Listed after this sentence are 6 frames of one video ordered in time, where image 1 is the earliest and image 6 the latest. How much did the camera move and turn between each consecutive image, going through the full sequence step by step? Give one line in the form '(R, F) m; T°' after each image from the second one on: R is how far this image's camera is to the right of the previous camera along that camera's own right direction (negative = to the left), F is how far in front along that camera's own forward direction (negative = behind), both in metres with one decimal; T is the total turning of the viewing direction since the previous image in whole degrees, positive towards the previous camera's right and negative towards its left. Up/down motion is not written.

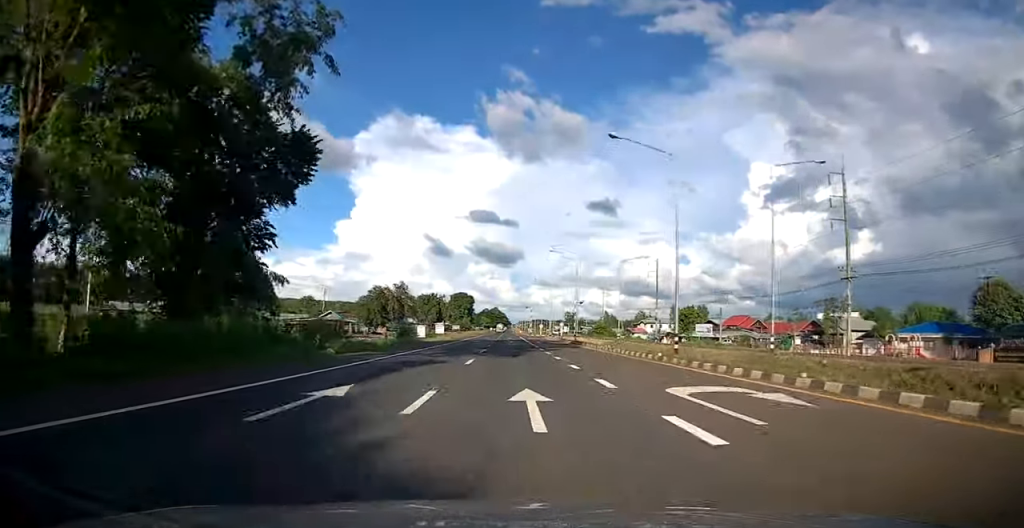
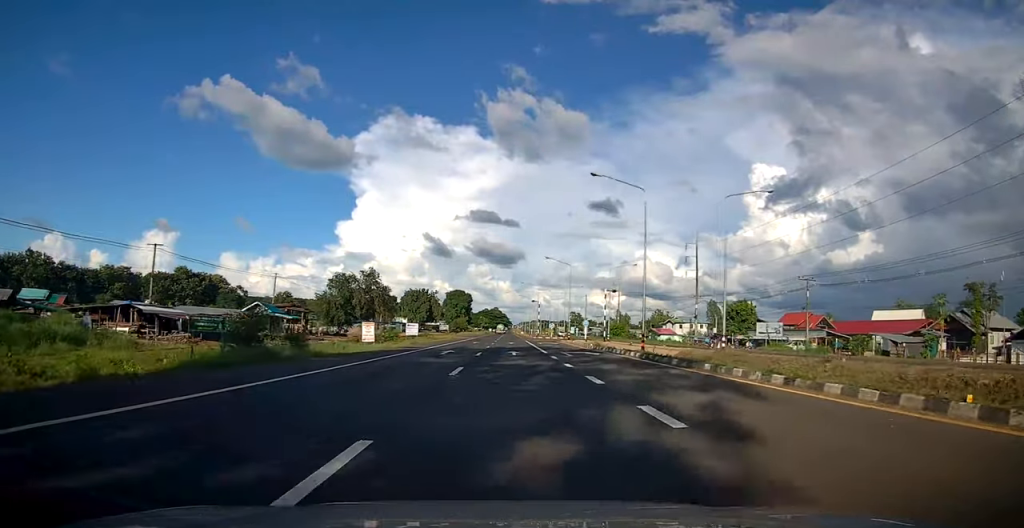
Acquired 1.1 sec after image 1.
(-0.2, +29.0) m; -1°
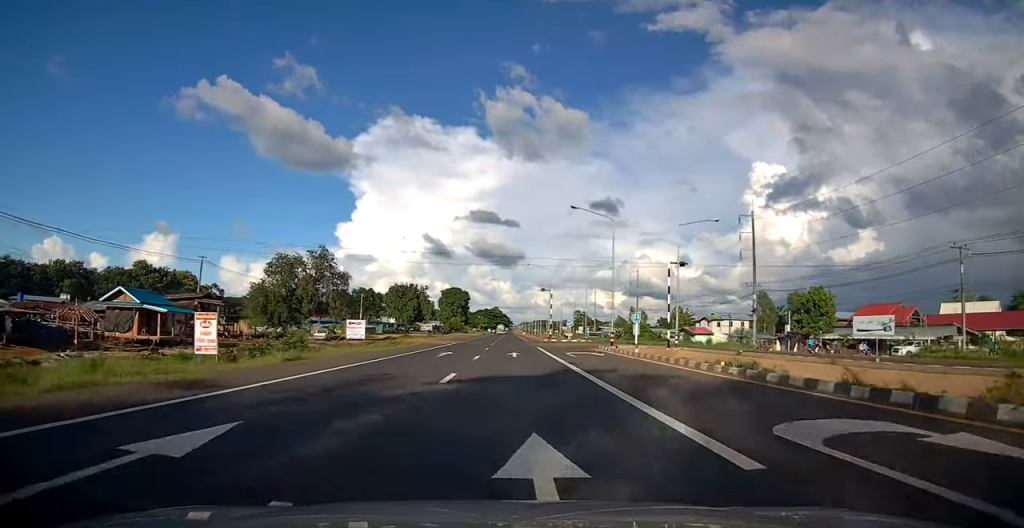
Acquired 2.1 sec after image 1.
(-0.2, +26.3) m; 0°
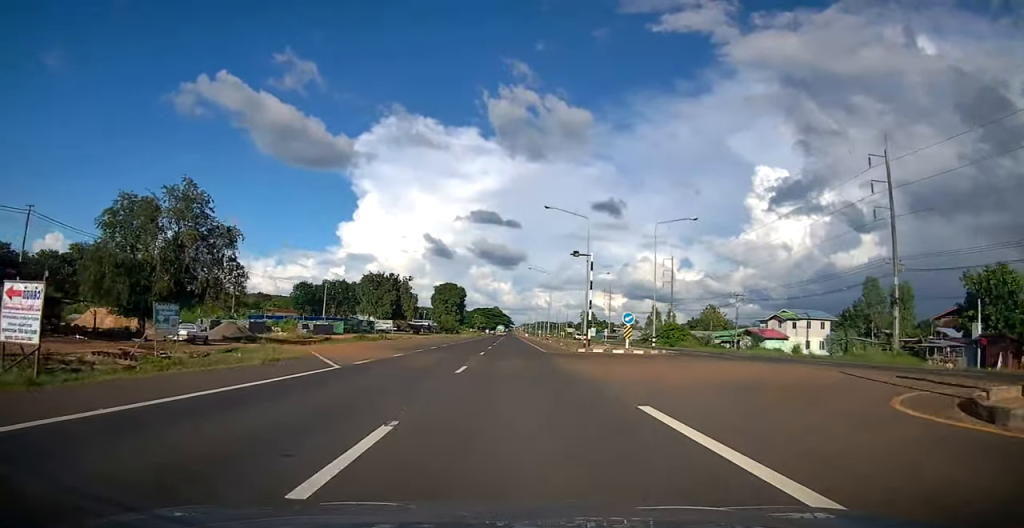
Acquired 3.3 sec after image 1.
(+0.1, +32.9) m; 0°
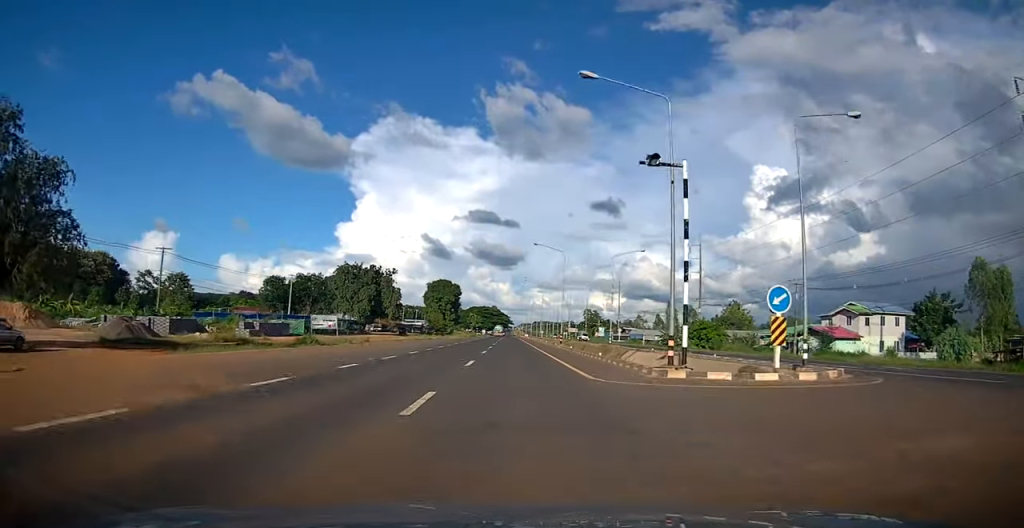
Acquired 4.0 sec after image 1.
(-0.1, +20.0) m; 0°
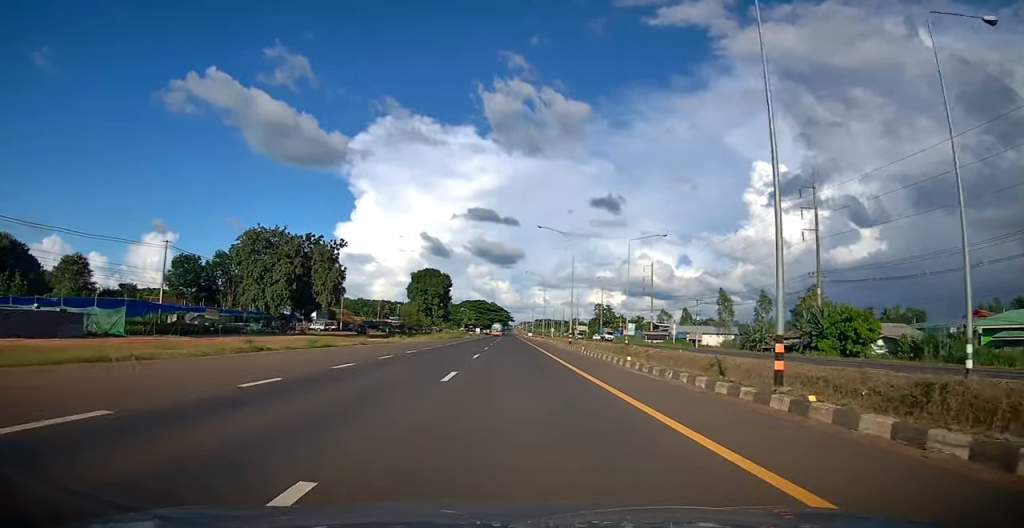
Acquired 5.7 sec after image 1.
(+0.2, +42.7) m; 0°
